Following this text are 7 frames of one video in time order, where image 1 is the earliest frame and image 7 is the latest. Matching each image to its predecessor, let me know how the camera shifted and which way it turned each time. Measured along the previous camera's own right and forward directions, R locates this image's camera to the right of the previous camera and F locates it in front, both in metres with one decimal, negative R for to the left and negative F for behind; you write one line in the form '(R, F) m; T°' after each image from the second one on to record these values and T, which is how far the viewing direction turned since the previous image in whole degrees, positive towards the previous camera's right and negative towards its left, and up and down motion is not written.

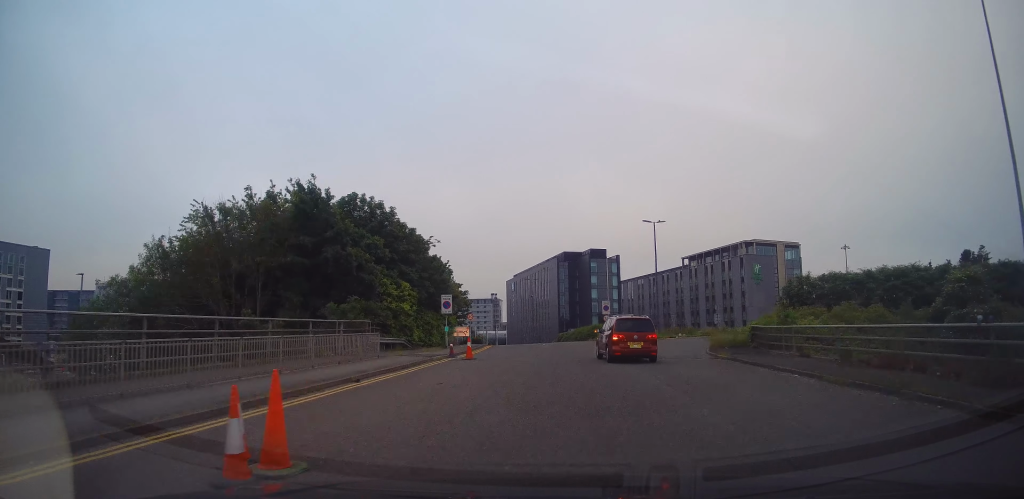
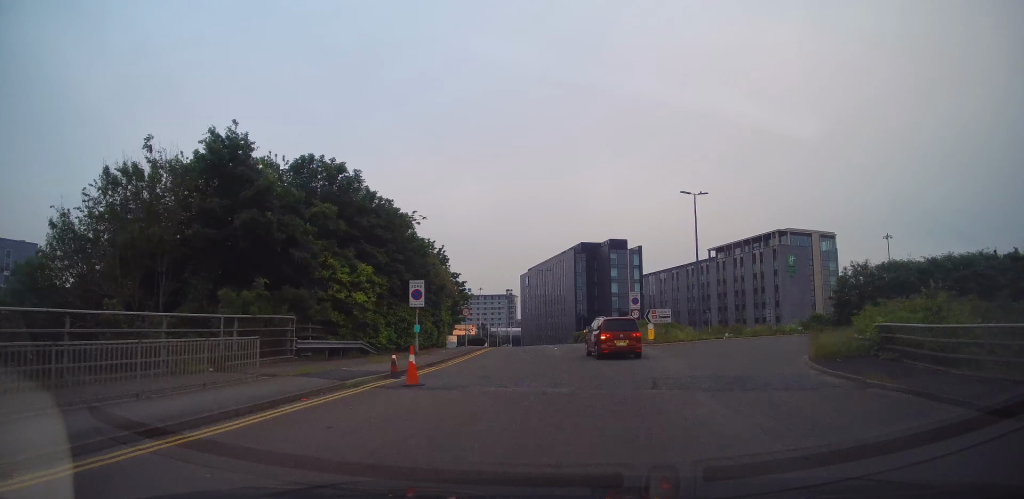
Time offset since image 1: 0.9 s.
(-0.1, +10.0) m; -1°
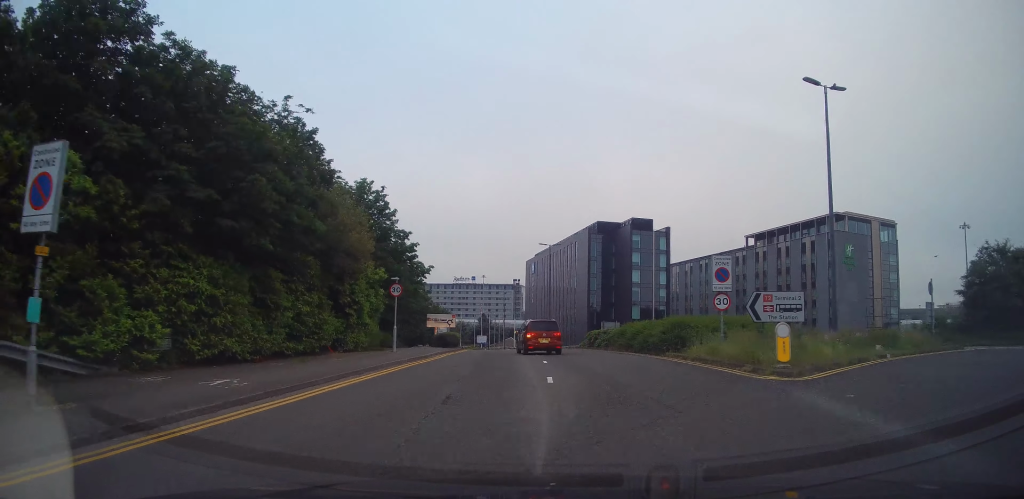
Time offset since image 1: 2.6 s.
(-0.2, +19.7) m; -2°
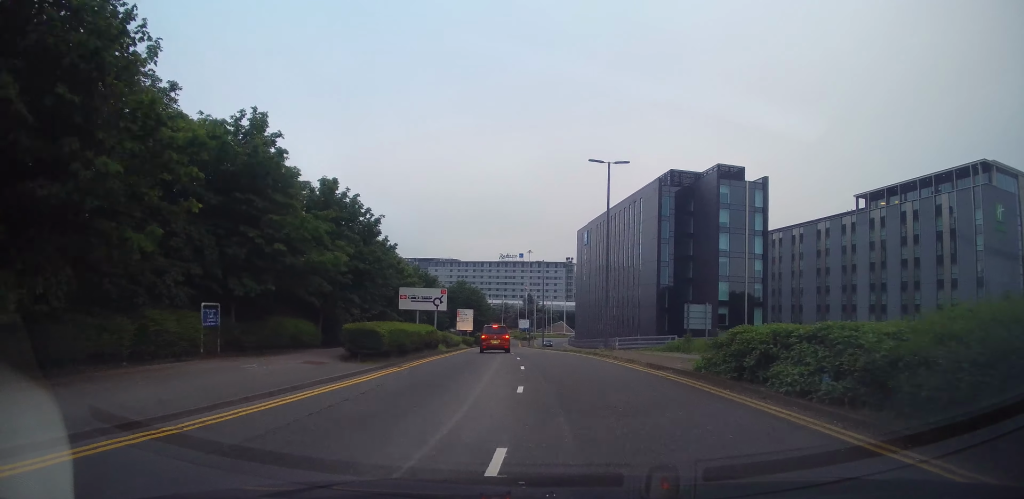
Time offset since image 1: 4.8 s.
(-1.0, +26.0) m; -5°
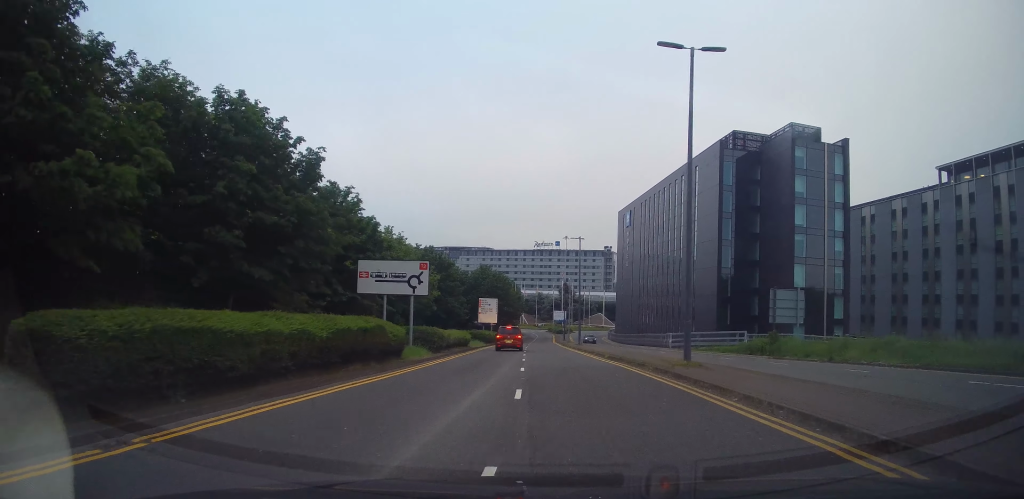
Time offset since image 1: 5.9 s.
(-0.4, +13.0) m; -4°
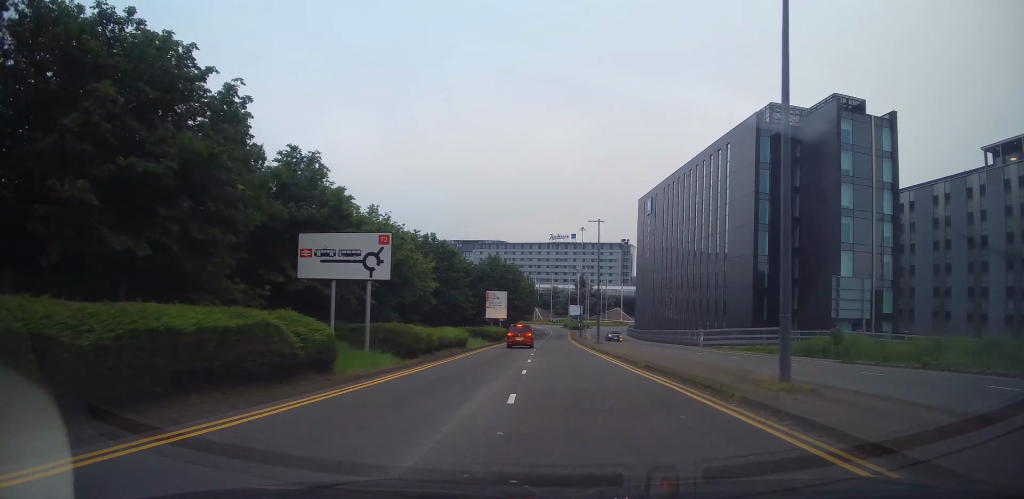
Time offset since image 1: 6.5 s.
(-0.1, +6.9) m; -2°
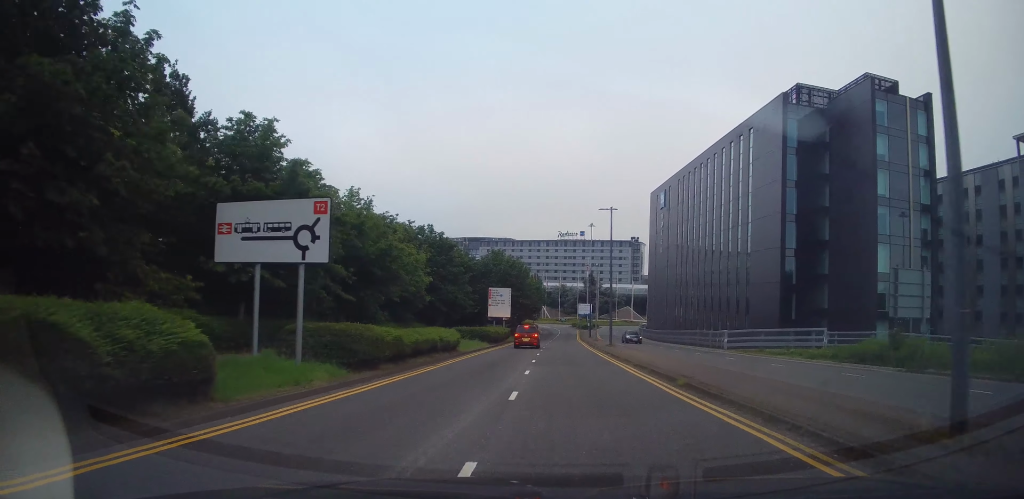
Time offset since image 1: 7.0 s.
(-0.1, +5.0) m; -1°
